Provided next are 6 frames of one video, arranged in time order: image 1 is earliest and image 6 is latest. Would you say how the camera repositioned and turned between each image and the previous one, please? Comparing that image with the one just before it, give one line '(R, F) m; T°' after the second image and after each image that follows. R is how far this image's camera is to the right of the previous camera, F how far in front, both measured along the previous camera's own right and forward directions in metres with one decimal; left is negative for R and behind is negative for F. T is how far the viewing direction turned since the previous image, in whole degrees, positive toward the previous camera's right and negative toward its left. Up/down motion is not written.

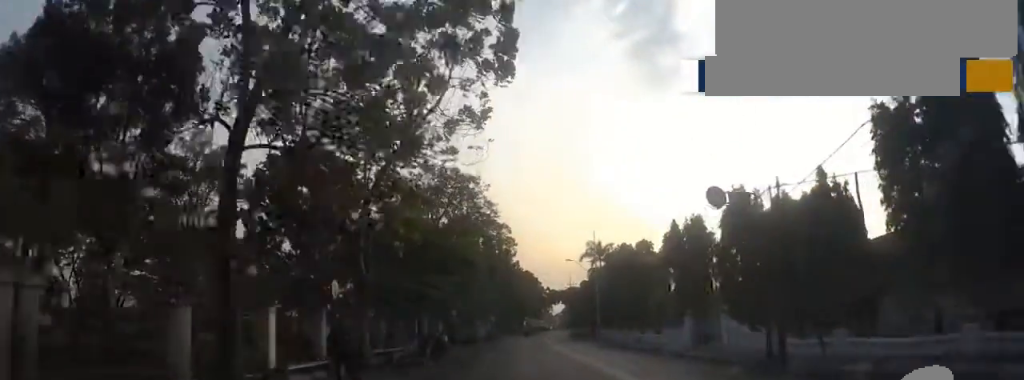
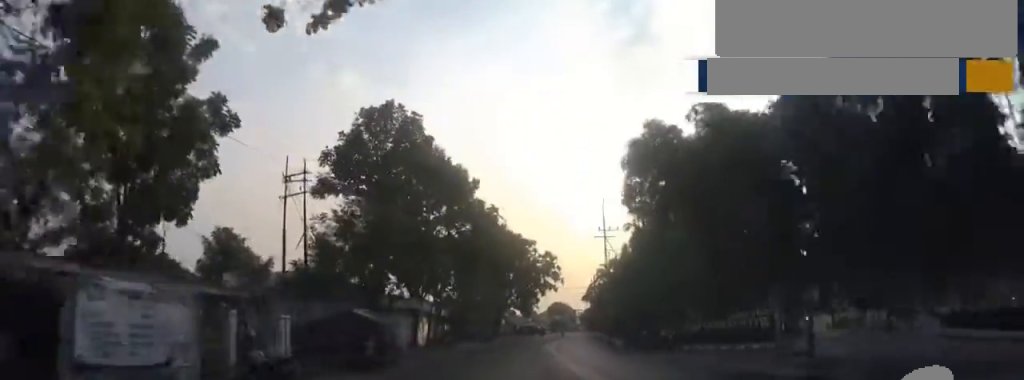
(-4.5, +53.0) m; -2°
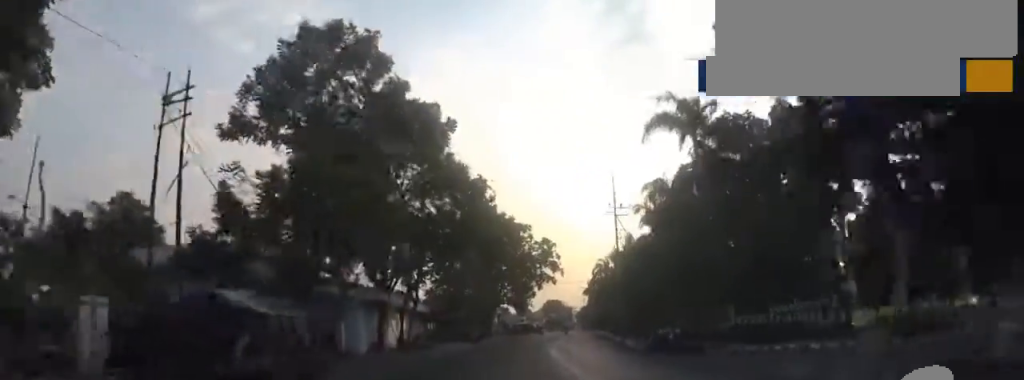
(+0.6, +7.5) m; +1°
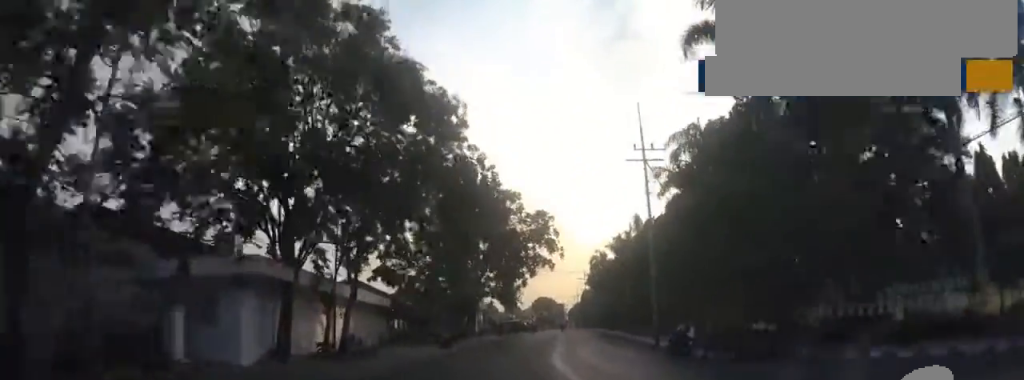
(-0.3, +11.4) m; 0°
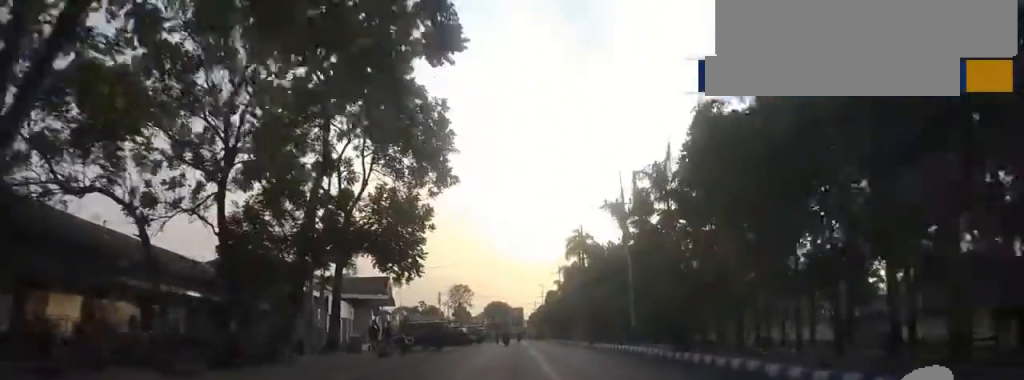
(+2.8, +33.2) m; +10°
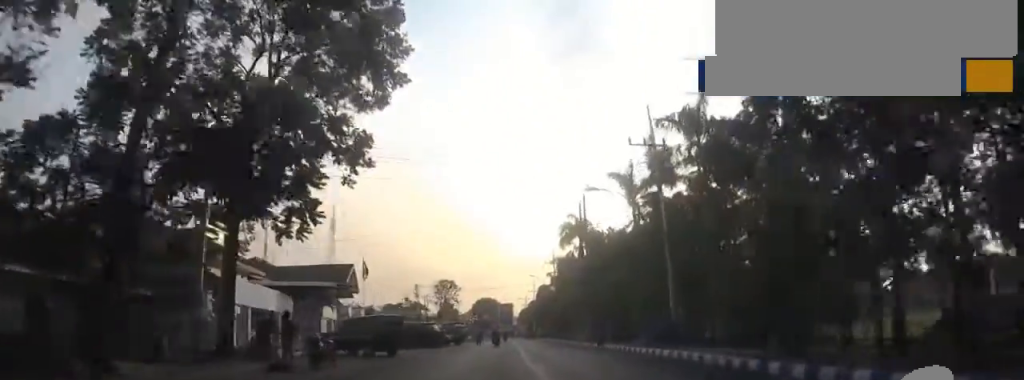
(+0.3, +9.0) m; 0°
